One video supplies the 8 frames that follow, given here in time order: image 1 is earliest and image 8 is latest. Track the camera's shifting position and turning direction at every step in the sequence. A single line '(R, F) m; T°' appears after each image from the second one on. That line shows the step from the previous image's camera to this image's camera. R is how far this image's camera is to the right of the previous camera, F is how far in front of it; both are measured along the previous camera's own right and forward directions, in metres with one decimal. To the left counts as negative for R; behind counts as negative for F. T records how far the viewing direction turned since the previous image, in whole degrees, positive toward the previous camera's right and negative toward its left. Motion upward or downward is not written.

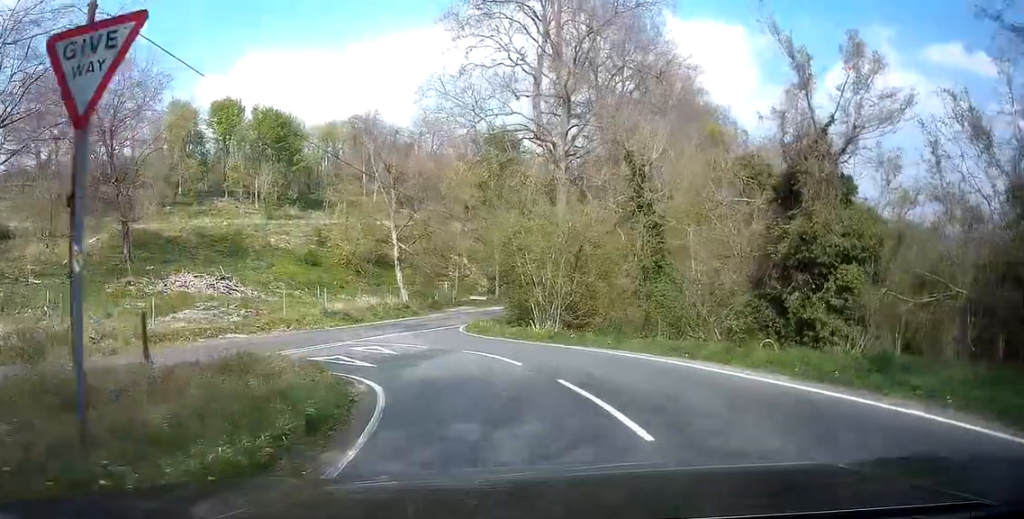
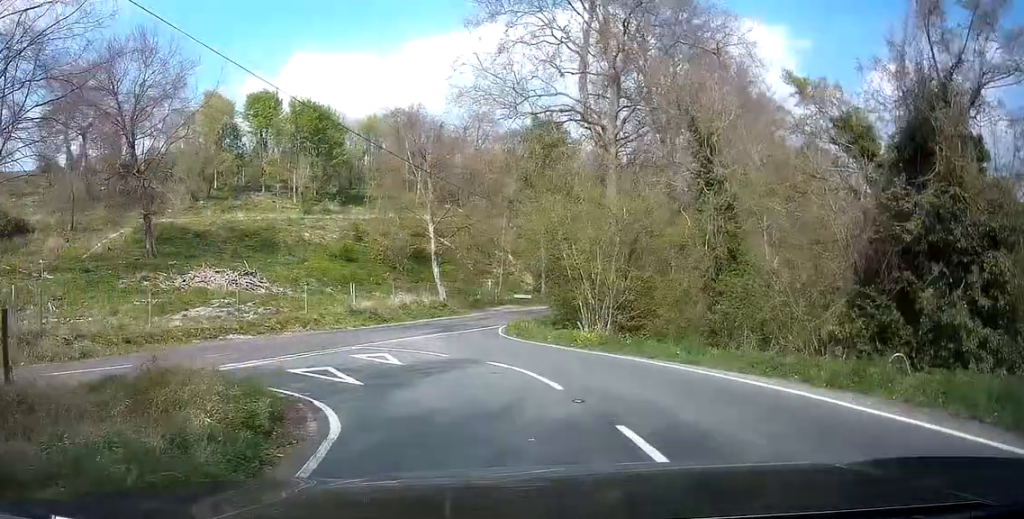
(+0.1, +5.3) m; -16°
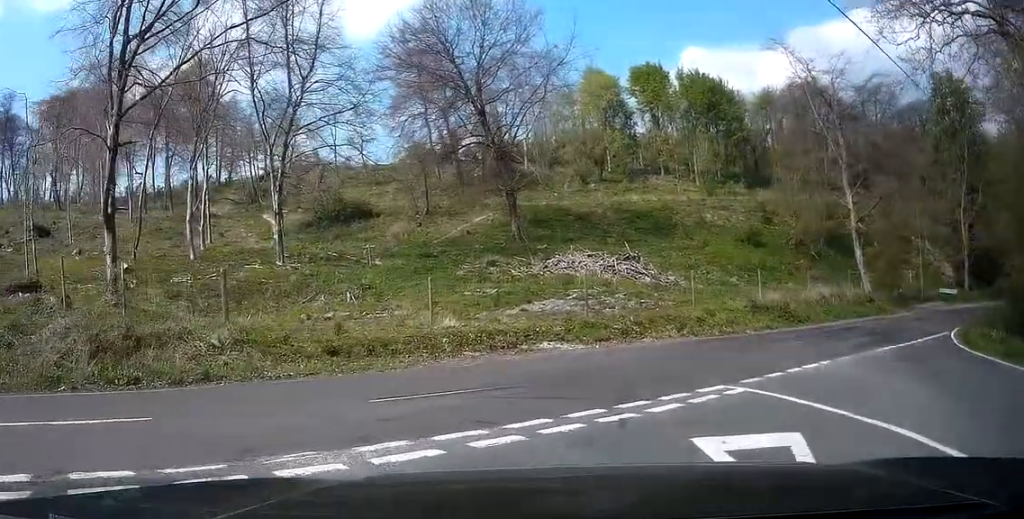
(-10.5, +8.8) m; -71°
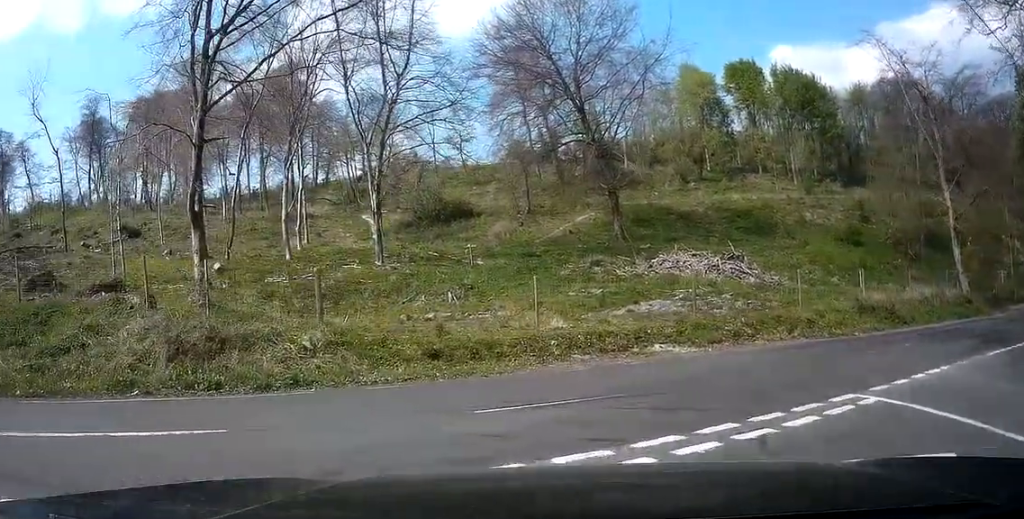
(+0.6, +1.4) m; -14°
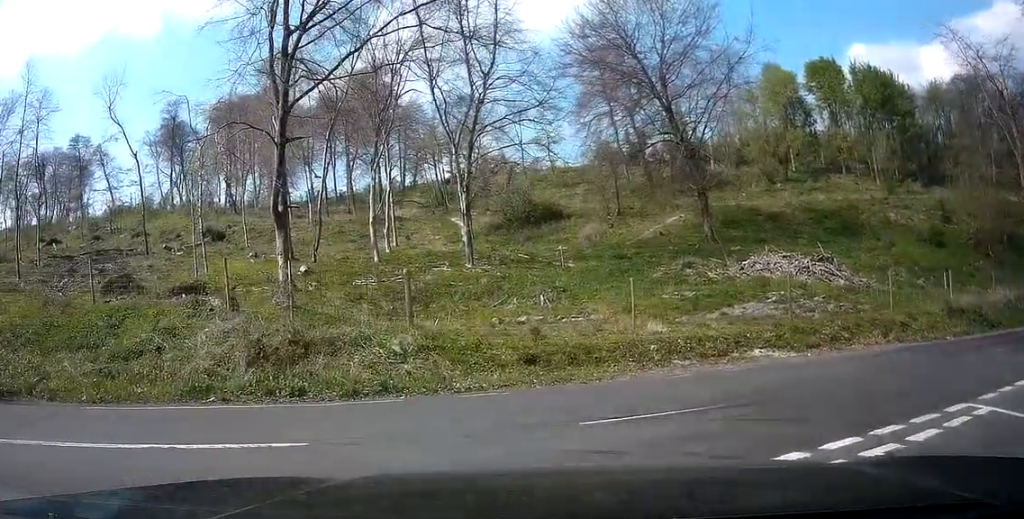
(+0.2, +1.4) m; -16°
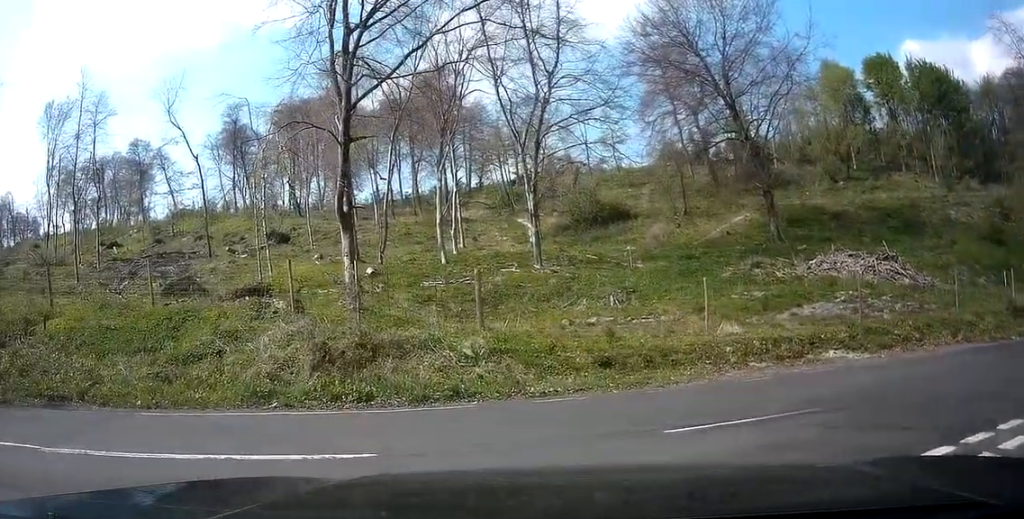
(-1.1, +2.0) m; -18°
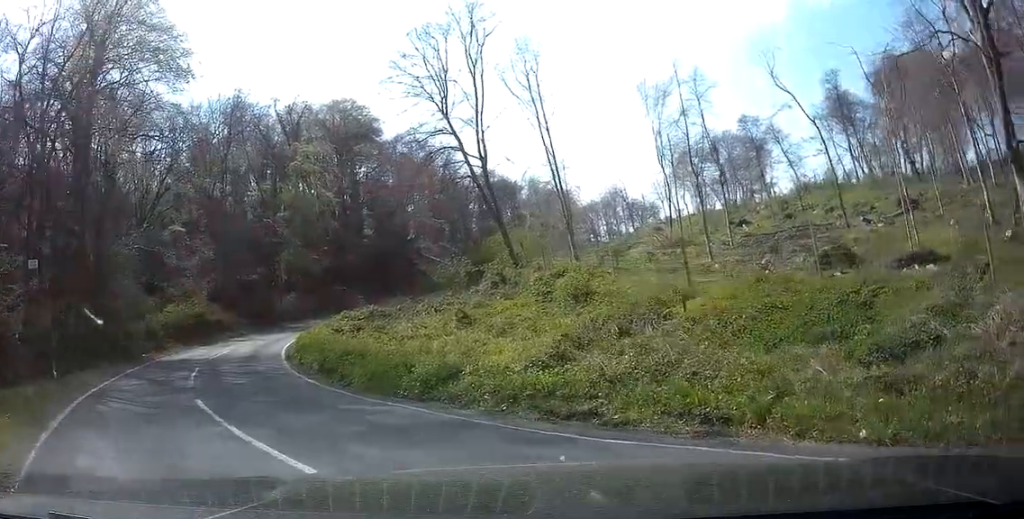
(-1.9, +11.7) m; -8°
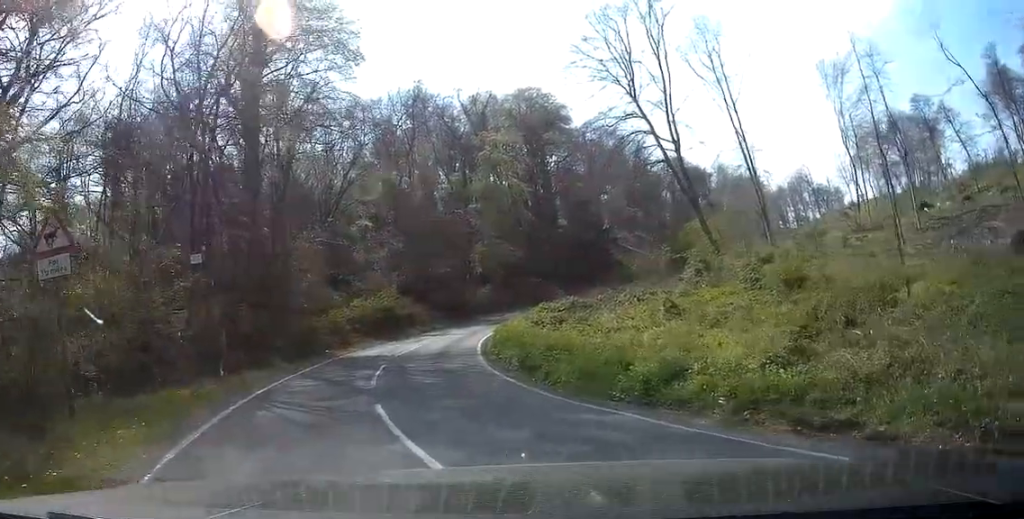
(+0.1, +2.5) m; -2°
